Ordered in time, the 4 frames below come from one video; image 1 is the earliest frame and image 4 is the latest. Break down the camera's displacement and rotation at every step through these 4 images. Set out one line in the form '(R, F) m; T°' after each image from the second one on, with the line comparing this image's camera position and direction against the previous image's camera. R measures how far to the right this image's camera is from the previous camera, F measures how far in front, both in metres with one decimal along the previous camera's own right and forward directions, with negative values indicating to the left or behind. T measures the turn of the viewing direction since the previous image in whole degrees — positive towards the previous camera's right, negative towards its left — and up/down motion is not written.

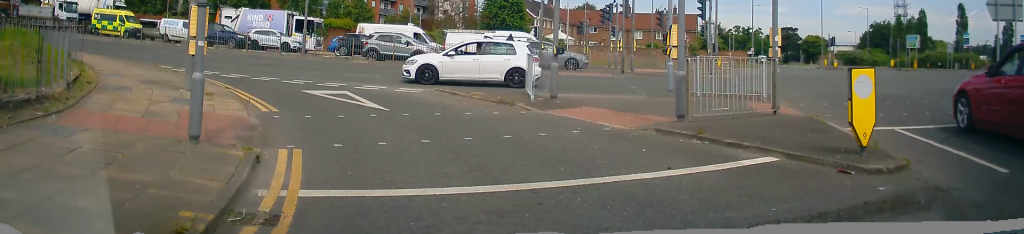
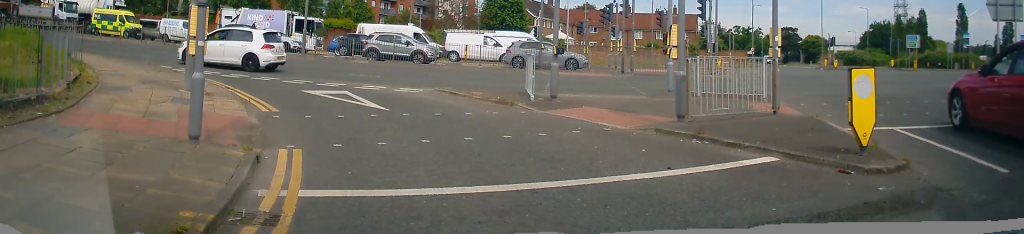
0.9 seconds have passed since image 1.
(0.0, 0.0) m; 0°
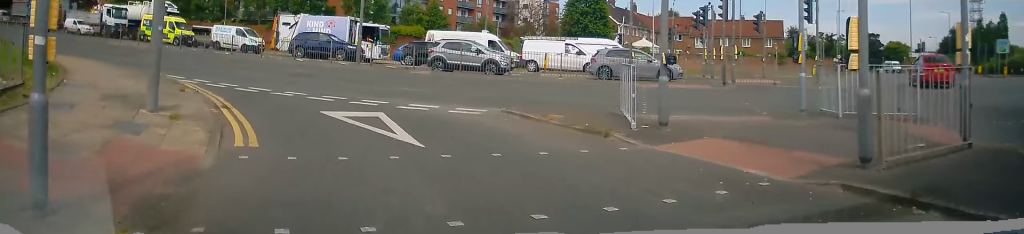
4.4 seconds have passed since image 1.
(0.0, +2.6) m; -4°
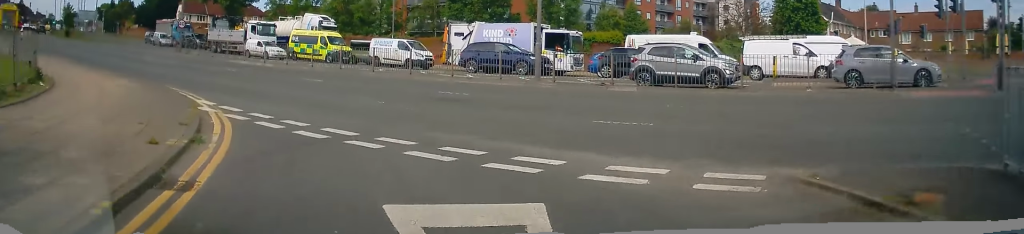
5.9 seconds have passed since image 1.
(-0.8, +5.7) m; -21°
